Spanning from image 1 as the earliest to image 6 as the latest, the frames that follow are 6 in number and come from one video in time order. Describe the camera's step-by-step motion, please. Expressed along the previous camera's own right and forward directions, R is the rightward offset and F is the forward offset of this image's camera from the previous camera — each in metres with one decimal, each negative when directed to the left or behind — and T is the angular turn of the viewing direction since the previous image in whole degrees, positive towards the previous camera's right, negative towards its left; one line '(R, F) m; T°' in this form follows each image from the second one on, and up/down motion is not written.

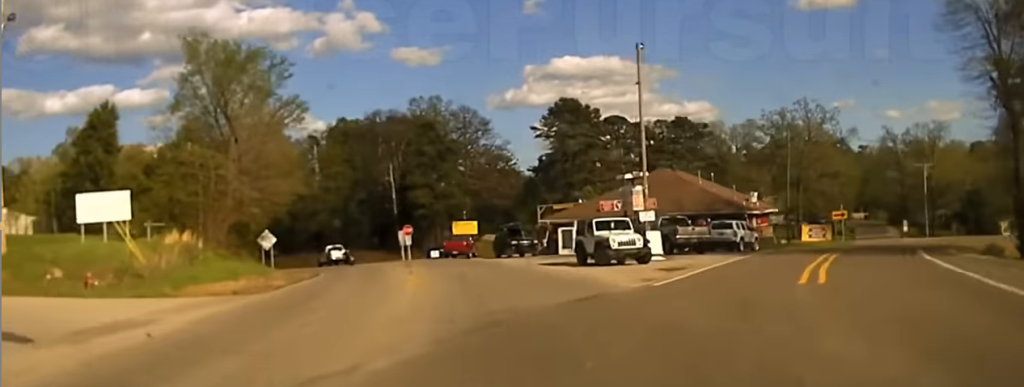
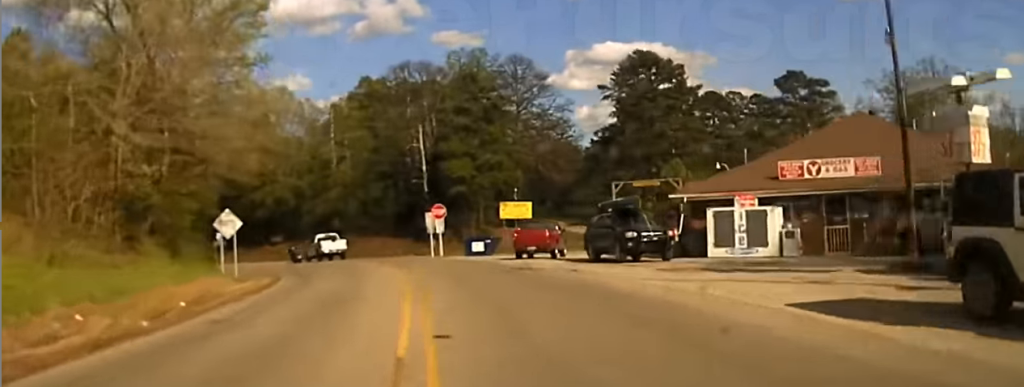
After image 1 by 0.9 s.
(-1.1, +21.1) m; -5°
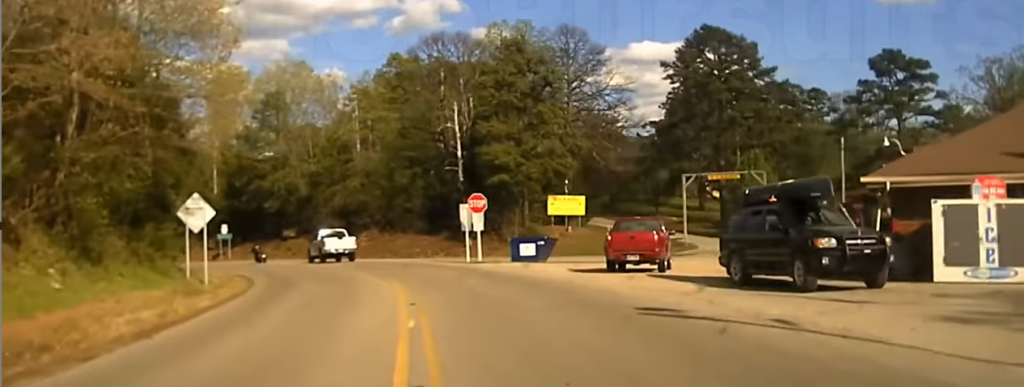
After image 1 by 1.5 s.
(-0.4, +12.1) m; -2°
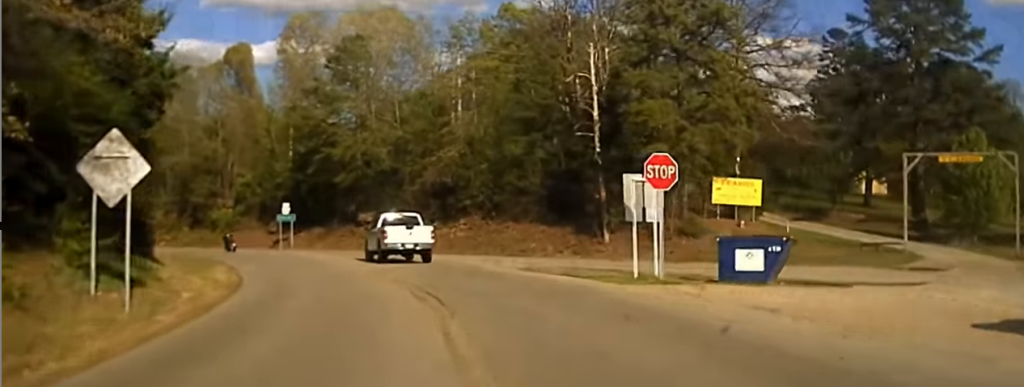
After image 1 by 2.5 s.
(-0.4, +17.8) m; -4°
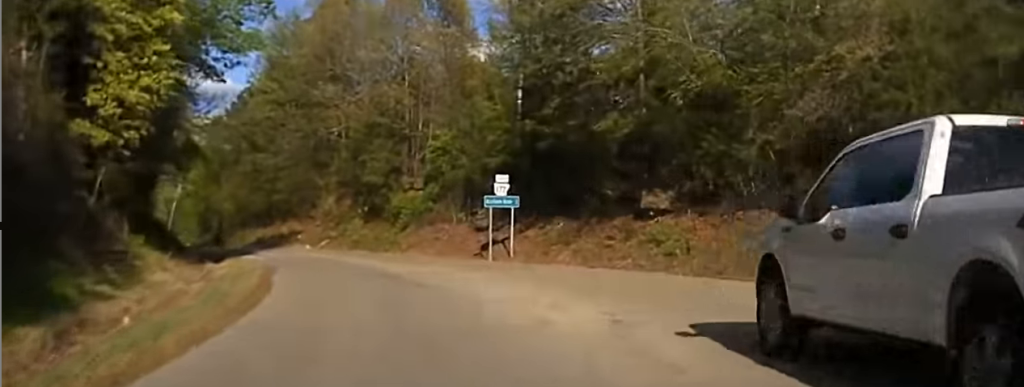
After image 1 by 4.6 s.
(-4.3, +30.9) m; -17°
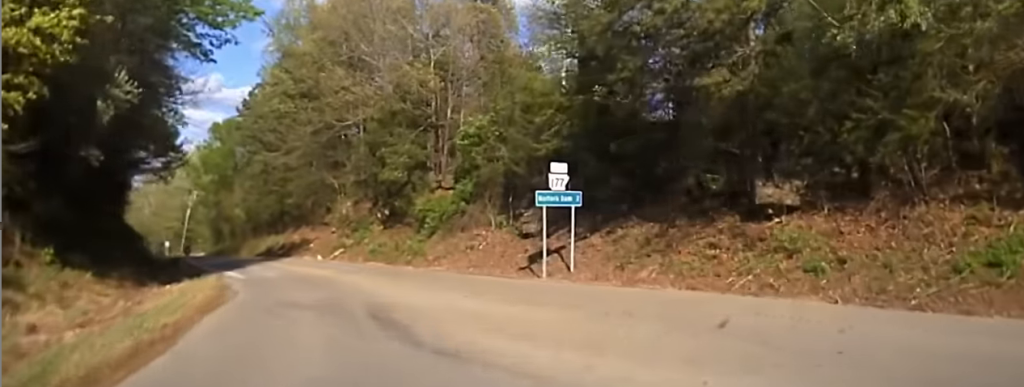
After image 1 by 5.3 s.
(-0.4, +10.7) m; -6°
